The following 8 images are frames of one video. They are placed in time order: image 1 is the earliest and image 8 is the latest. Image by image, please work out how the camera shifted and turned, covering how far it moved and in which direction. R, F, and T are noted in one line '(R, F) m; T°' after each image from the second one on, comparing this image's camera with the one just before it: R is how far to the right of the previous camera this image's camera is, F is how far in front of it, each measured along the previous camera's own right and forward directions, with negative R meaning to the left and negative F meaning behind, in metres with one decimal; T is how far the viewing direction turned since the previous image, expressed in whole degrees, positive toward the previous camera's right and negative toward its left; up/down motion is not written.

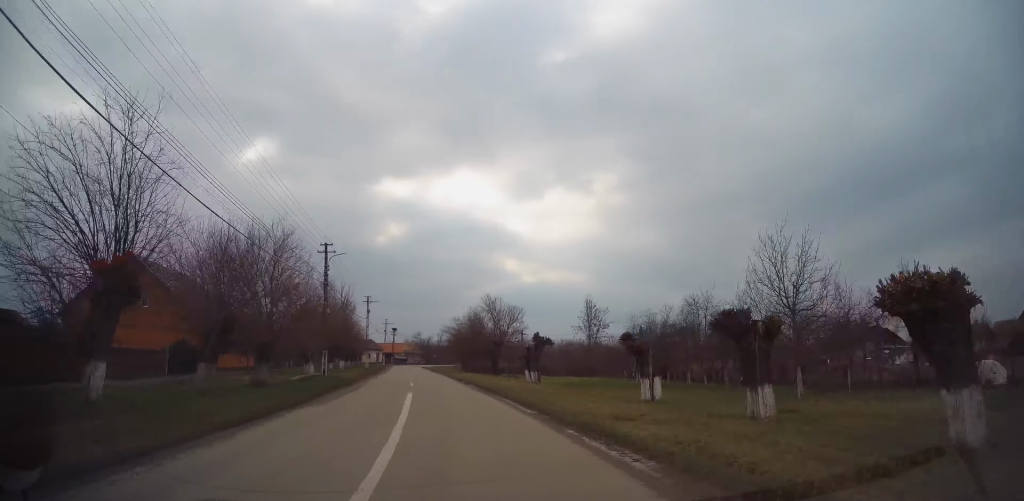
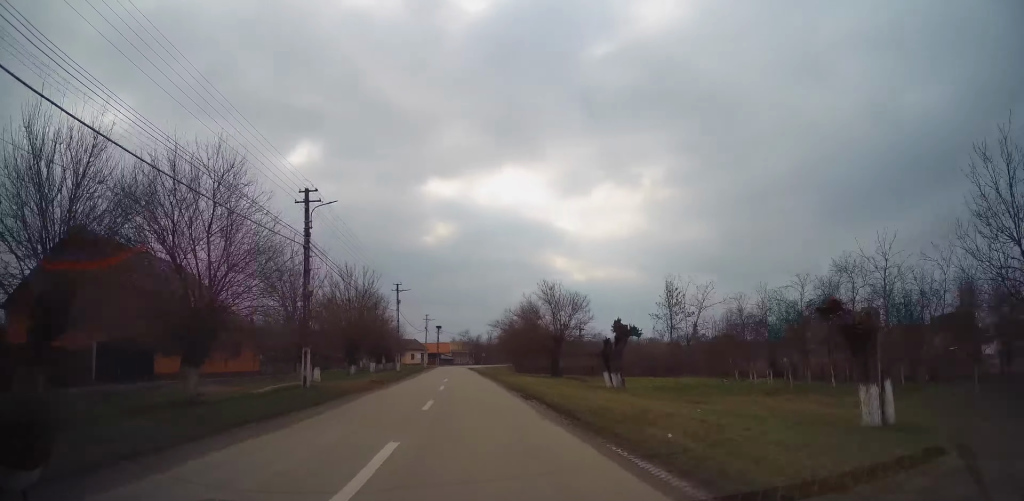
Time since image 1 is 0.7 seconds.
(-0.8, +11.4) m; -5°
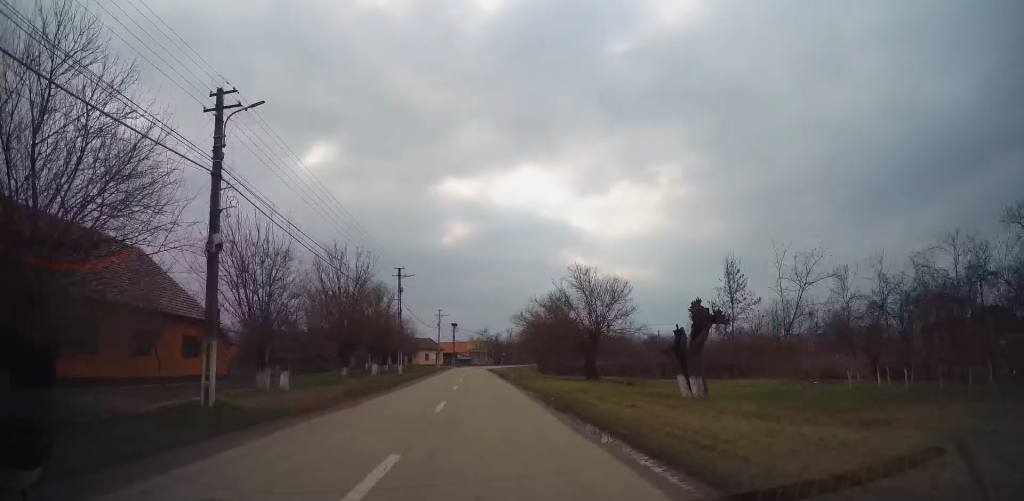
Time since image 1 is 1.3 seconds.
(-0.3, +8.8) m; -3°
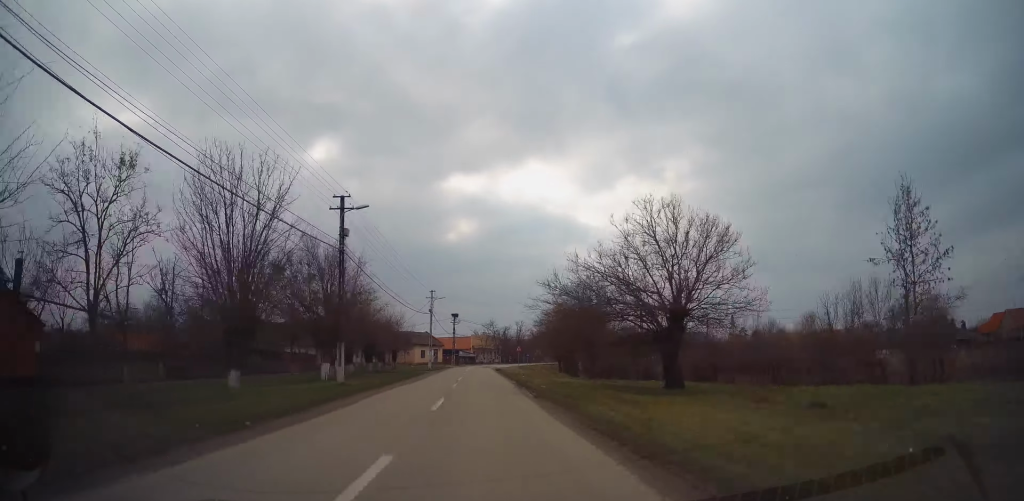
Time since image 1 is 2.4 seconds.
(-0.5, +17.7) m; -2°
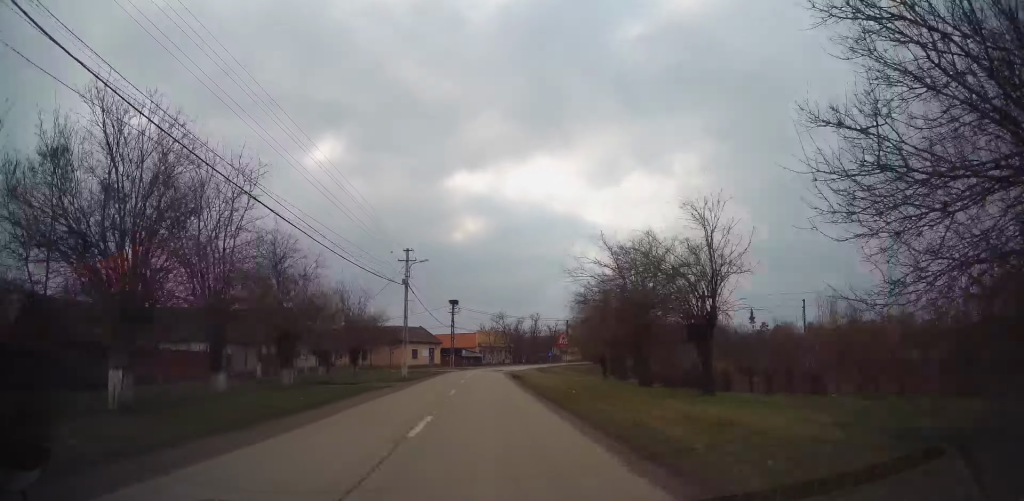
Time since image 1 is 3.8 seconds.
(-0.3, +21.8) m; 0°
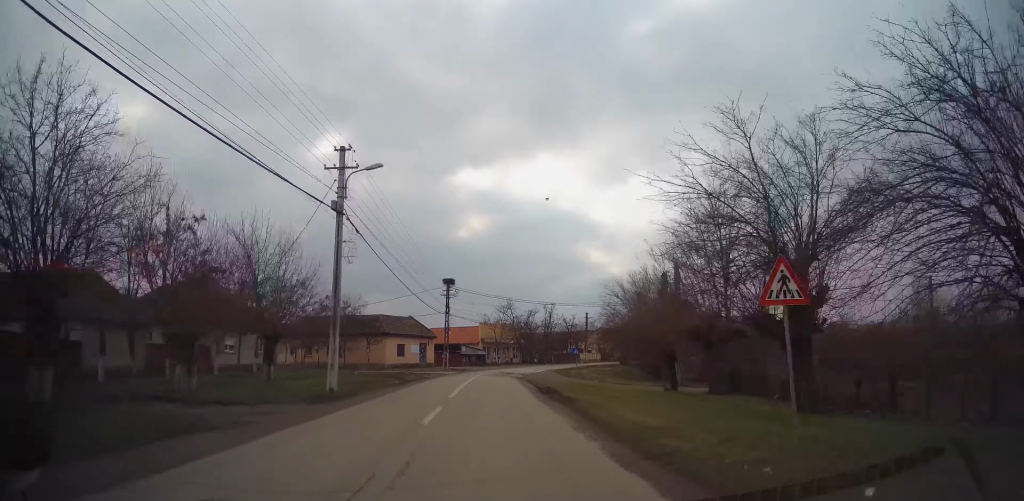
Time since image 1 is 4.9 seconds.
(+0.4, +16.7) m; +1°
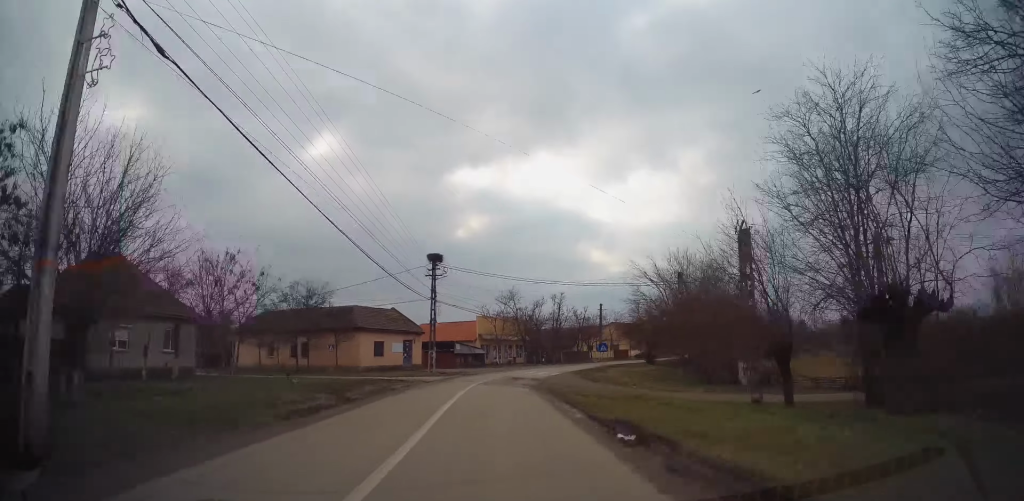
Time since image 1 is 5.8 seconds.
(-0.2, +12.2) m; -1°
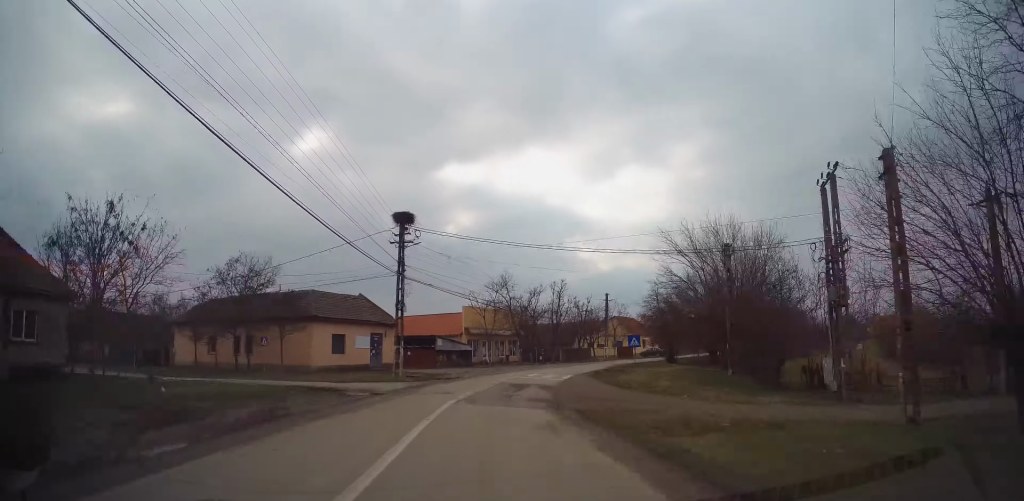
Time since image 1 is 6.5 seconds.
(-0.2, +10.8) m; +1°
